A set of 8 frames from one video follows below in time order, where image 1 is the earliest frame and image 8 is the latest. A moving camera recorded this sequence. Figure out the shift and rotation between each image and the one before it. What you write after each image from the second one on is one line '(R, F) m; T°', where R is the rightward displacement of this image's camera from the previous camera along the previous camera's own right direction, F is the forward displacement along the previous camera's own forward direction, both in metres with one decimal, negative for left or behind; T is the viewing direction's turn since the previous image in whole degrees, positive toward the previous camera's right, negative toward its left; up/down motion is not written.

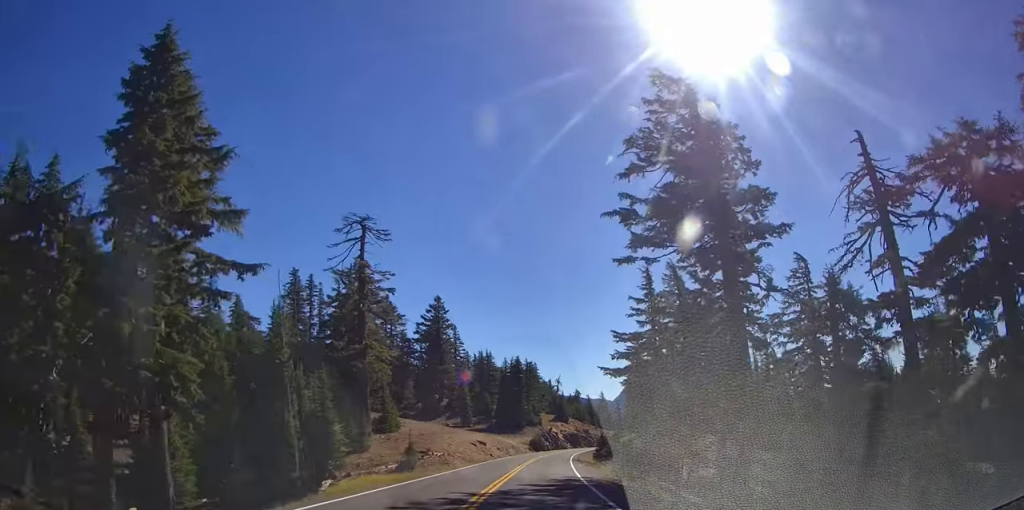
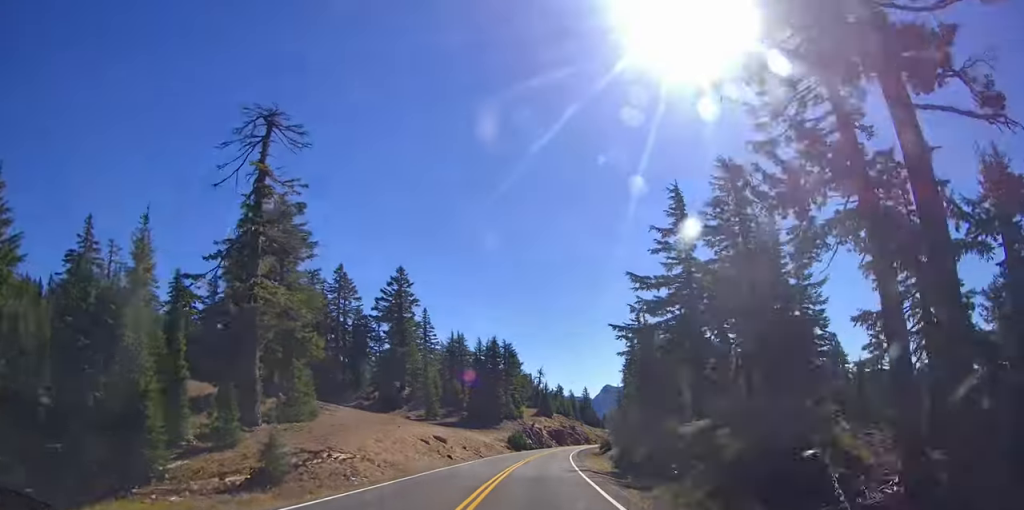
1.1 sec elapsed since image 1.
(0.0, +20.3) m; 0°
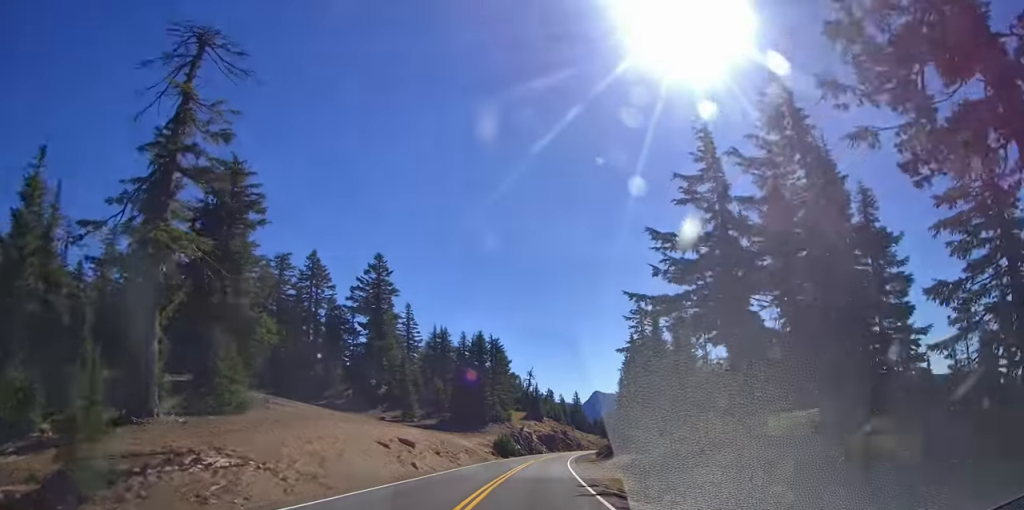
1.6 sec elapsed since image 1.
(0.0, +9.8) m; 0°
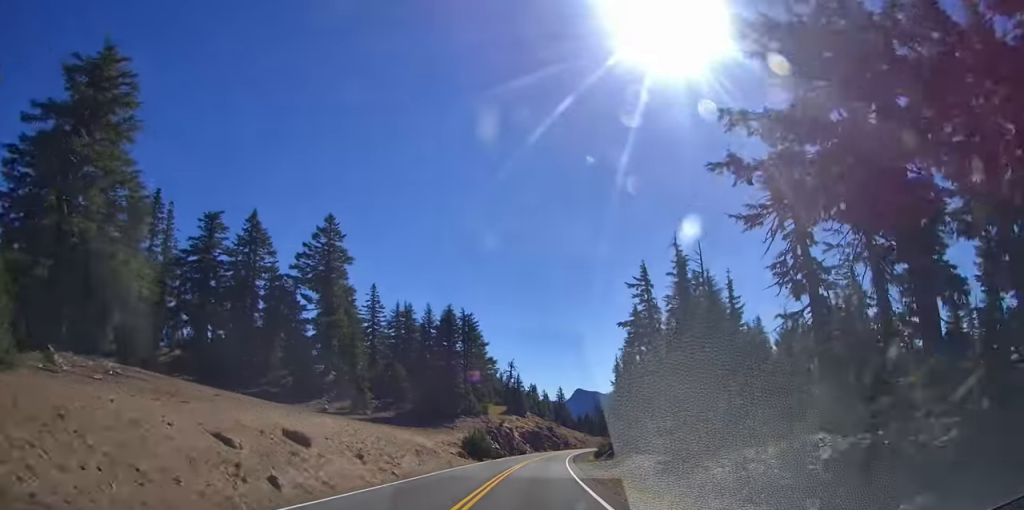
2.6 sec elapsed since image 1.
(0.0, +17.2) m; 0°
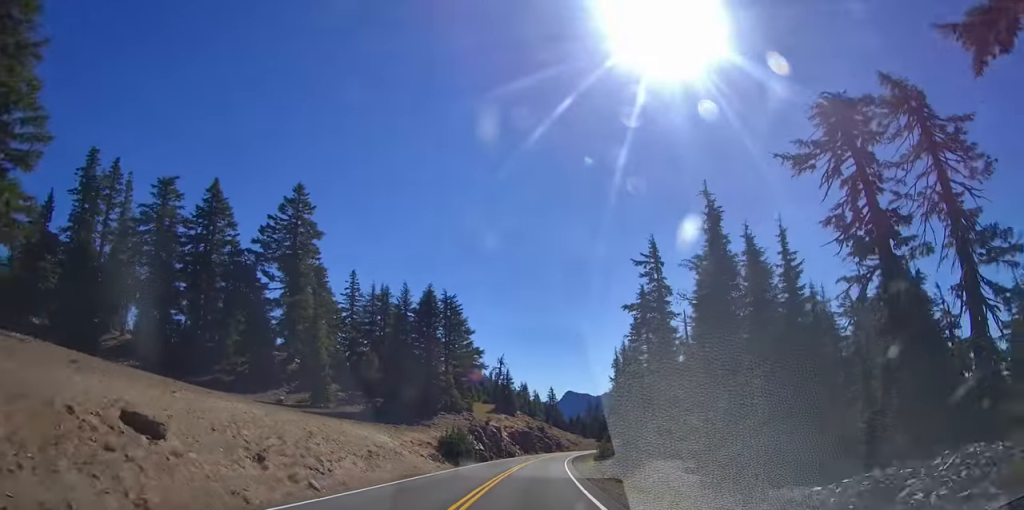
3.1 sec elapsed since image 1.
(0.0, +9.9) m; 0°
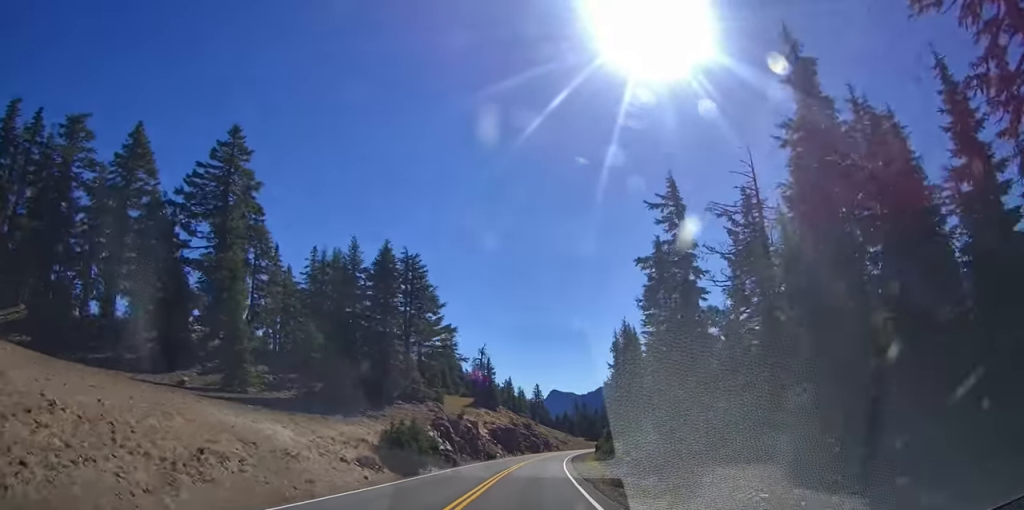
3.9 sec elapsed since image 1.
(0.0, +14.9) m; 0°
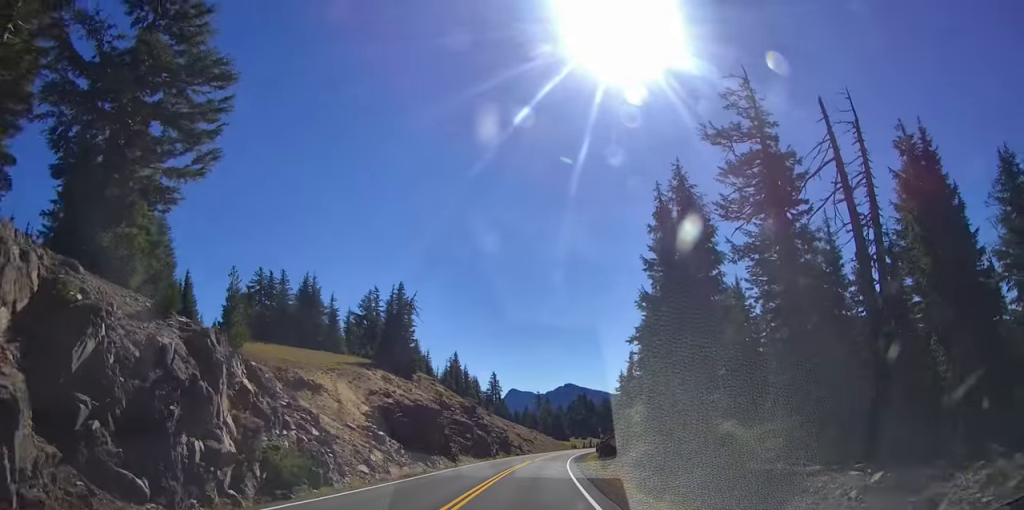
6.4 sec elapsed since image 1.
(0.0, +46.3) m; 0°
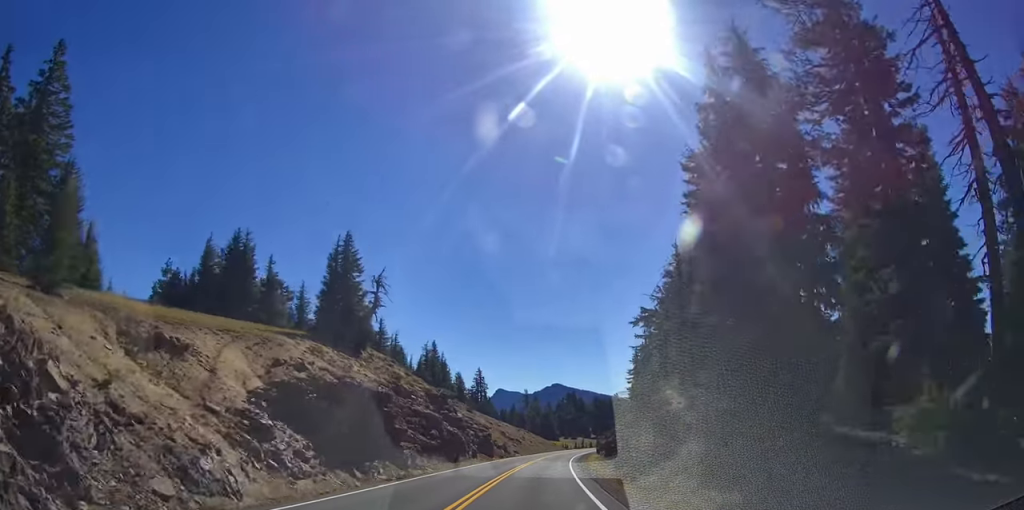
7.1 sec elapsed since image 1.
(0.0, +14.0) m; 0°
